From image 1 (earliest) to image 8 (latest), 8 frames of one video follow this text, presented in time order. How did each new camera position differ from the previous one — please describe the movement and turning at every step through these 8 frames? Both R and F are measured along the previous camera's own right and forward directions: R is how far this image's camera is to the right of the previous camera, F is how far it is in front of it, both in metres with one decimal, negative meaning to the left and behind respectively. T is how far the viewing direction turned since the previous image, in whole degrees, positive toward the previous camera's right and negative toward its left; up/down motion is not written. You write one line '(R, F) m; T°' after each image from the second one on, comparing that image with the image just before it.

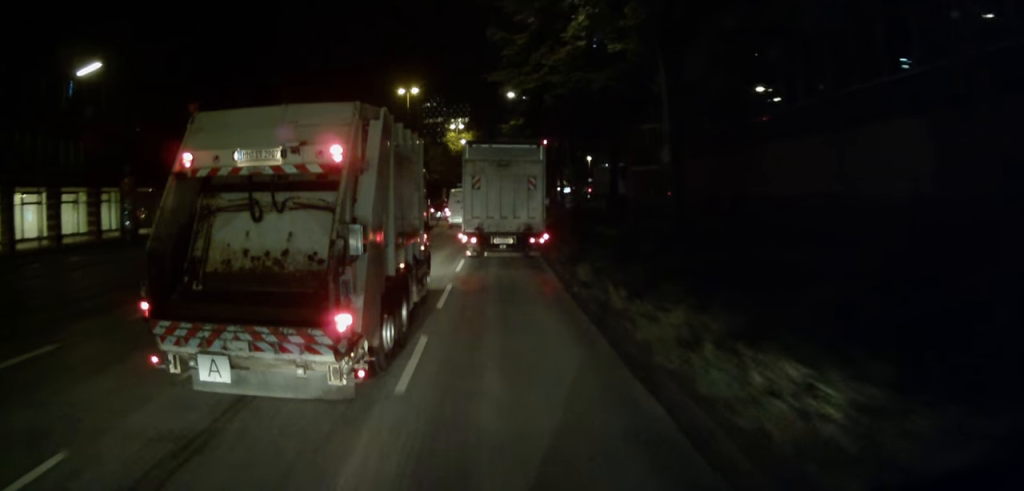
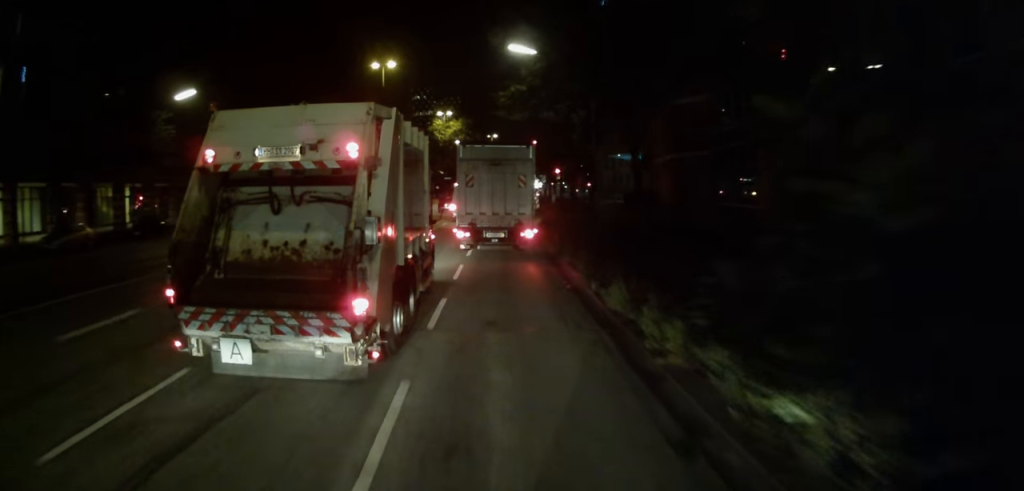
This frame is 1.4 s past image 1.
(-0.5, +15.9) m; -2°
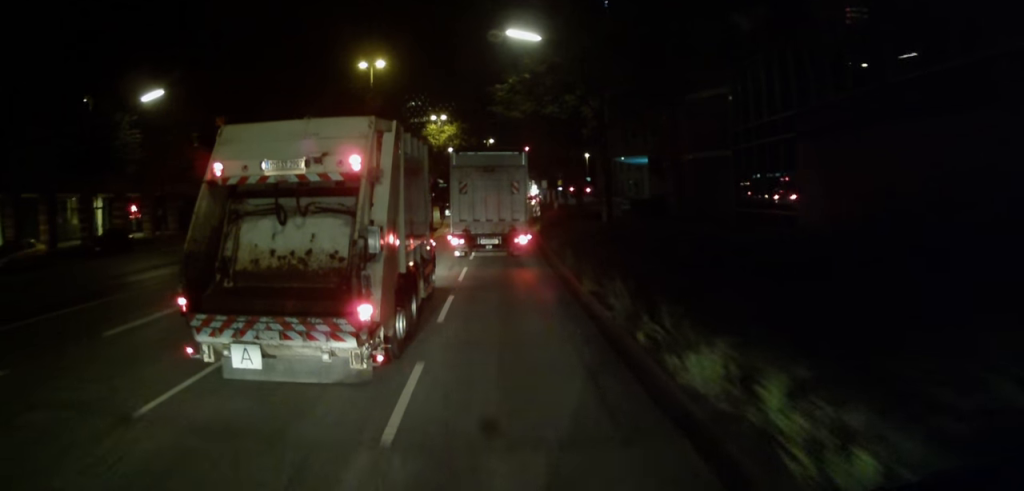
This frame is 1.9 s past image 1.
(-0.2, +5.1) m; 0°
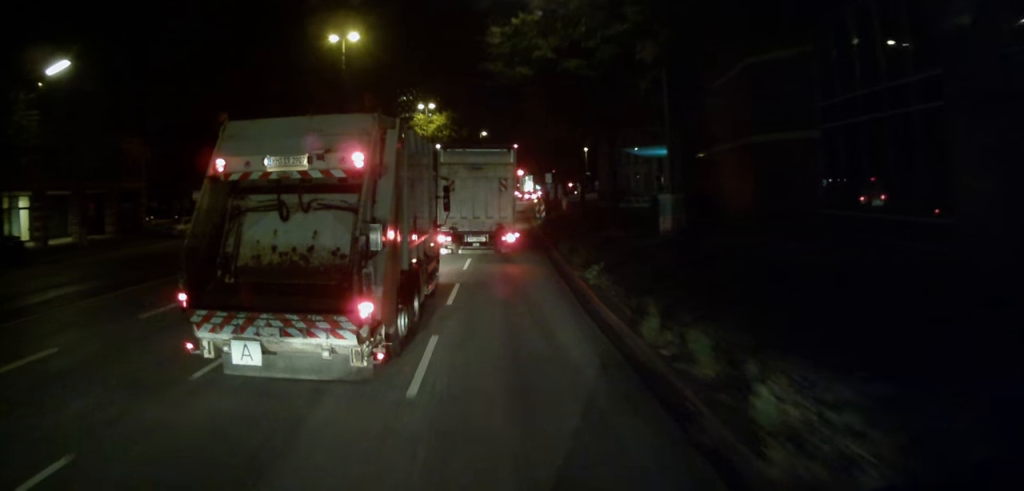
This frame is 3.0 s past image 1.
(+0.5, +11.1) m; 0°
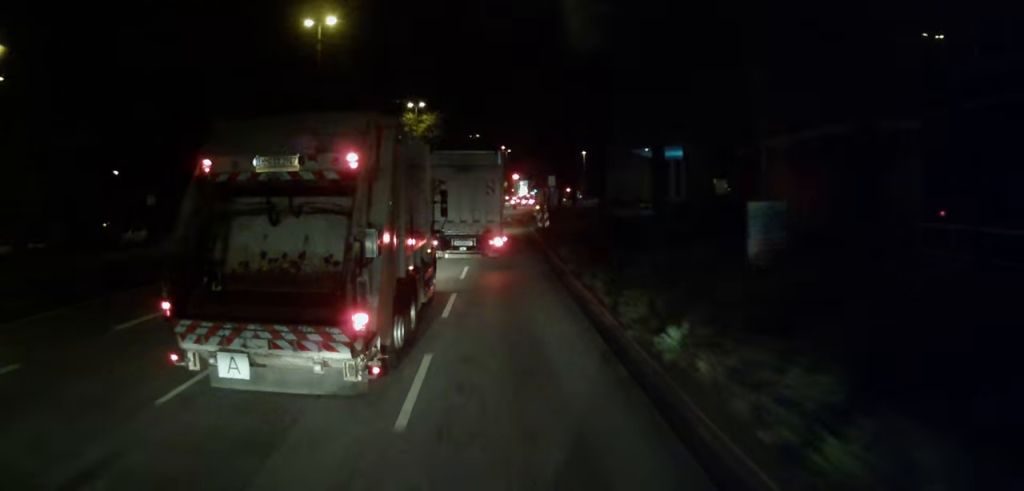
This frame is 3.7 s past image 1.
(-0.4, +7.0) m; 0°
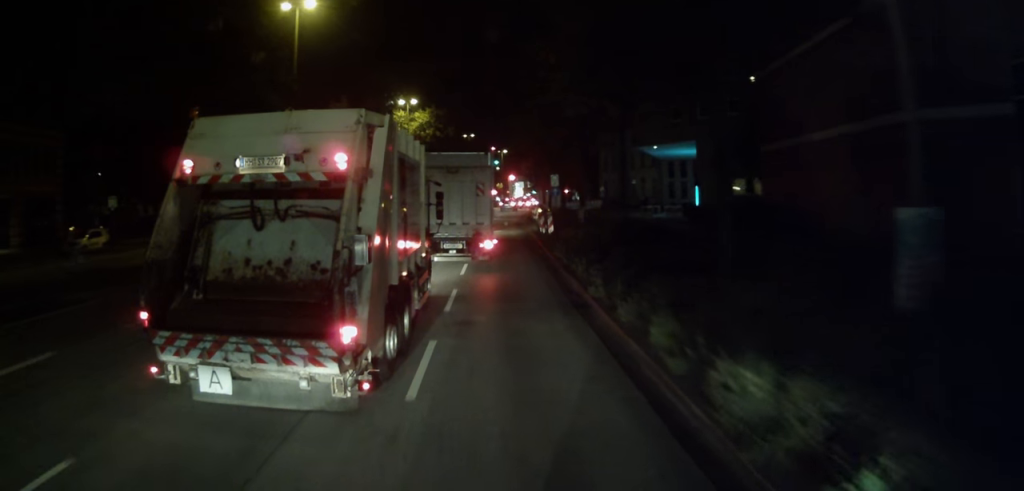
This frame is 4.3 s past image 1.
(+0.1, +5.0) m; +1°
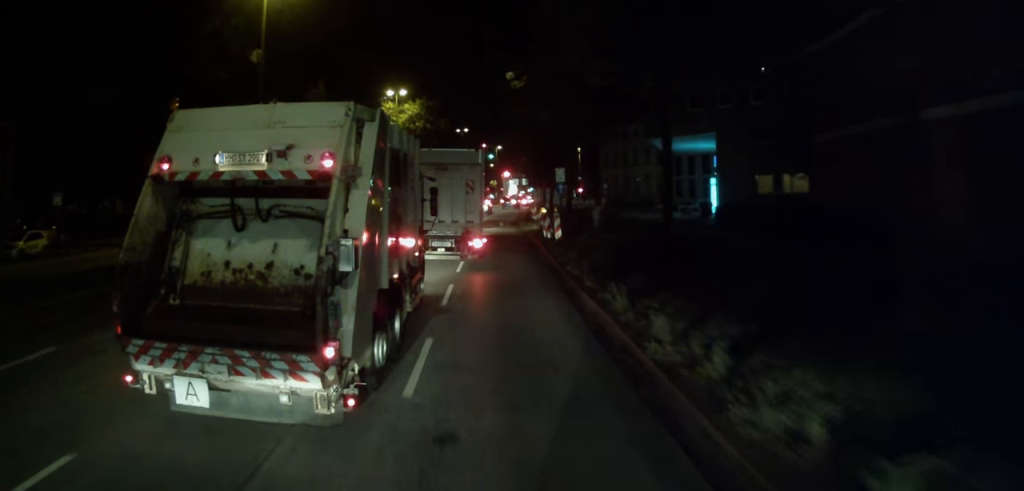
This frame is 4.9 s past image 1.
(+0.2, +6.2) m; +2°
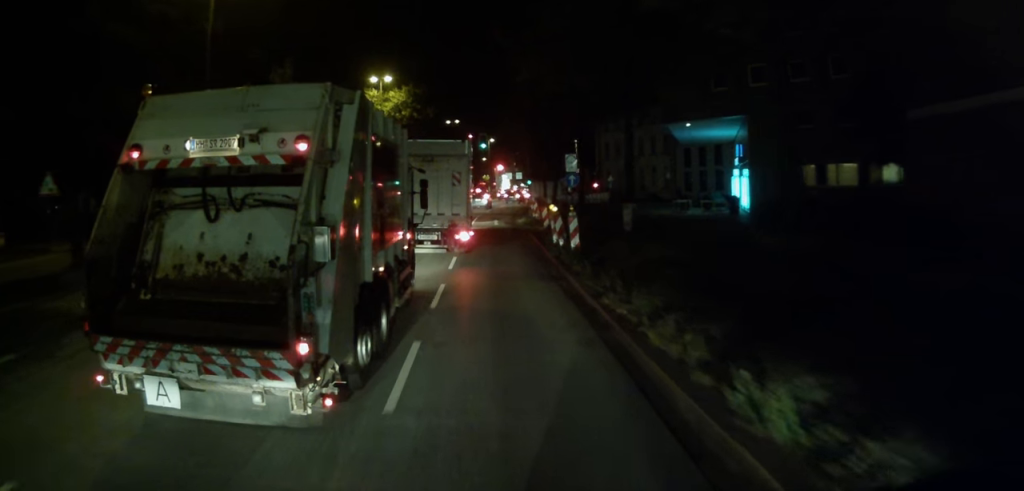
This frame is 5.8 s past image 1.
(0.0, +7.6) m; 0°
